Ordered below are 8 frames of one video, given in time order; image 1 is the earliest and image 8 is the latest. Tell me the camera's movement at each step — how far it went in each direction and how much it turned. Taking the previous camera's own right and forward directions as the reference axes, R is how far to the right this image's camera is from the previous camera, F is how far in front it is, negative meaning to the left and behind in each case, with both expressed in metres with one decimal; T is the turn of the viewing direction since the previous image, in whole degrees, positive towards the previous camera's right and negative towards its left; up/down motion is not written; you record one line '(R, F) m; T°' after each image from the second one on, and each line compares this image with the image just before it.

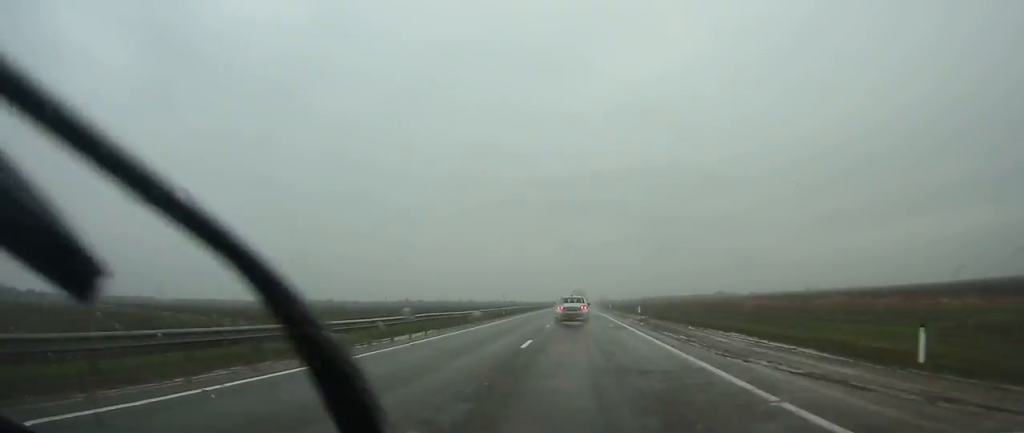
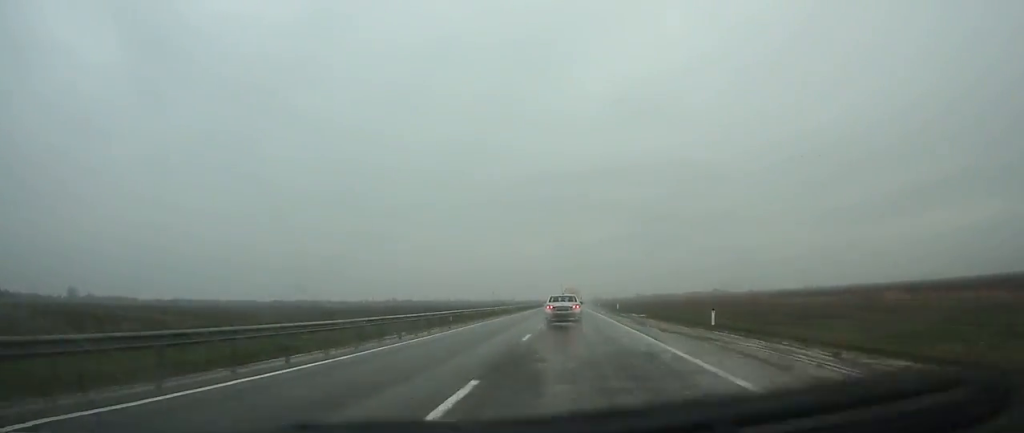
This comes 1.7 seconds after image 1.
(0.0, +33.4) m; 0°
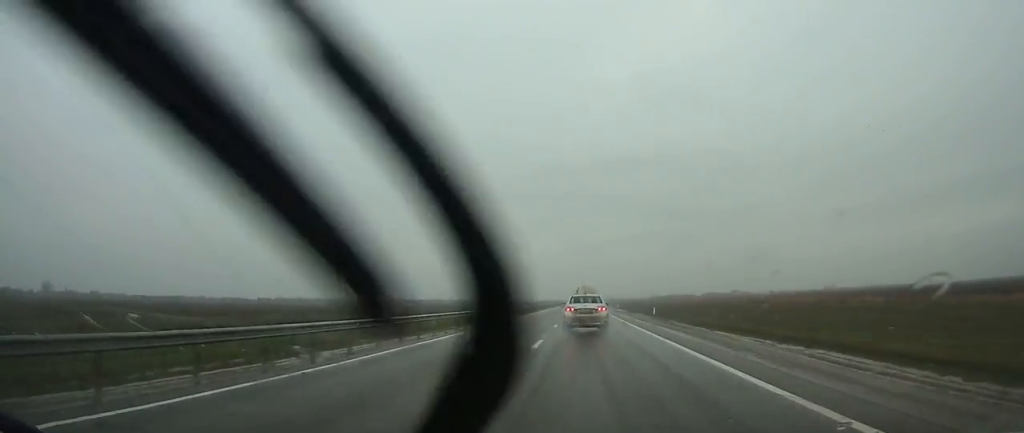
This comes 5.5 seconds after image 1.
(-0.1, +74.4) m; 0°
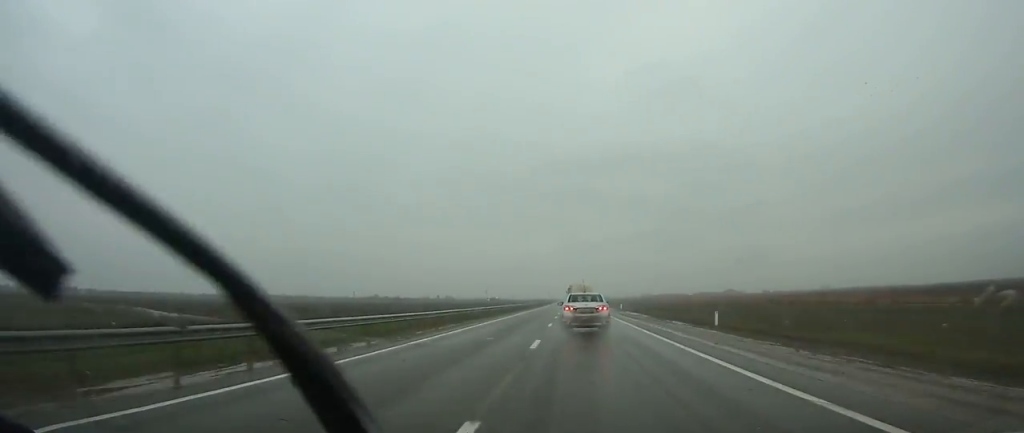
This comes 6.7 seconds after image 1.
(0.0, +24.4) m; +1°
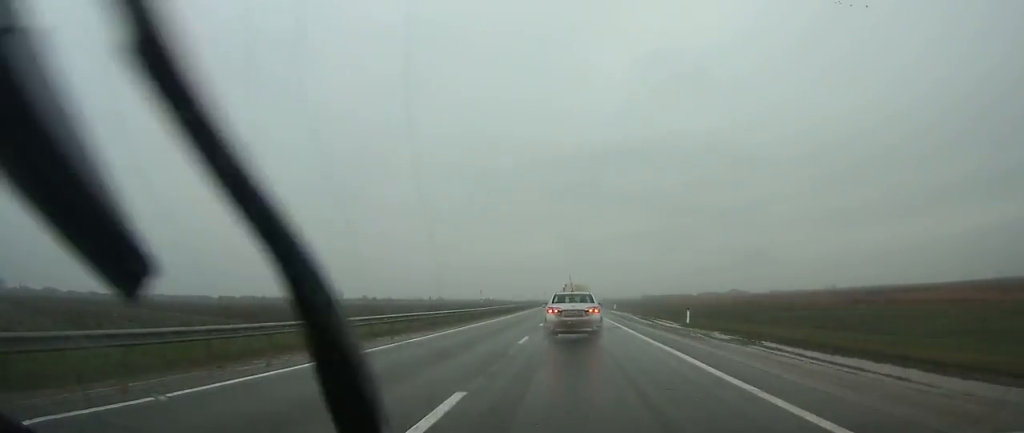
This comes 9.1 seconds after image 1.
(+0.3, +45.4) m; 0°
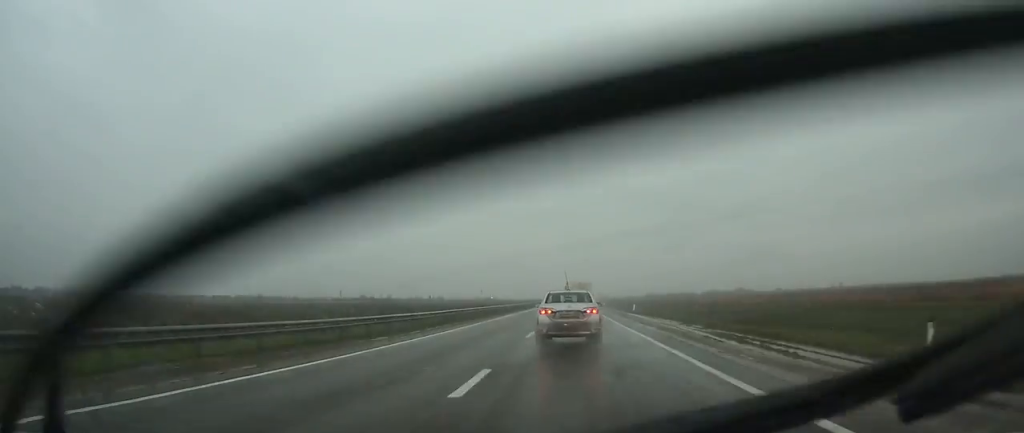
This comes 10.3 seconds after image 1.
(0.0, +21.0) m; -1°
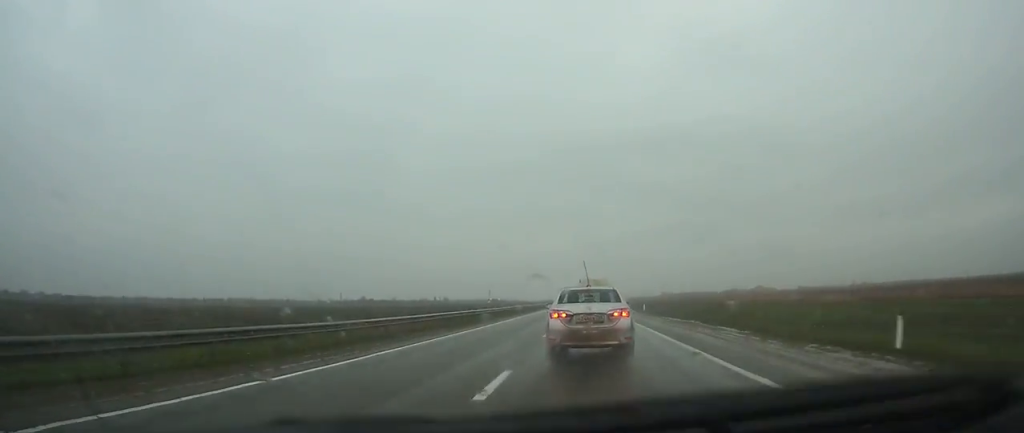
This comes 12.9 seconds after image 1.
(-0.6, +47.0) m; 0°
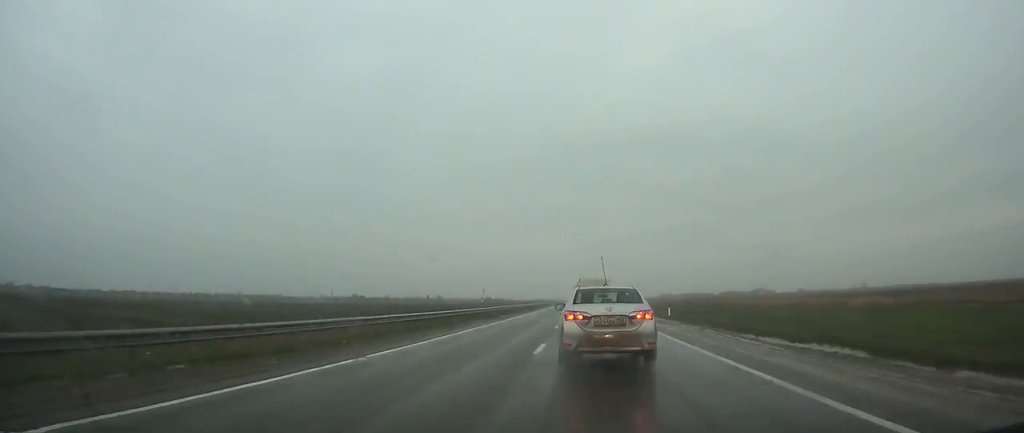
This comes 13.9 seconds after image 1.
(+0.2, +17.3) m; 0°
